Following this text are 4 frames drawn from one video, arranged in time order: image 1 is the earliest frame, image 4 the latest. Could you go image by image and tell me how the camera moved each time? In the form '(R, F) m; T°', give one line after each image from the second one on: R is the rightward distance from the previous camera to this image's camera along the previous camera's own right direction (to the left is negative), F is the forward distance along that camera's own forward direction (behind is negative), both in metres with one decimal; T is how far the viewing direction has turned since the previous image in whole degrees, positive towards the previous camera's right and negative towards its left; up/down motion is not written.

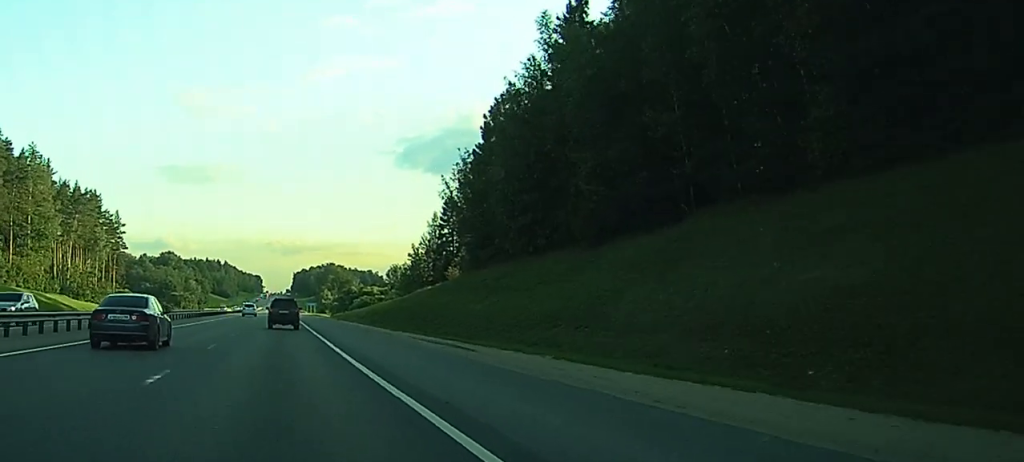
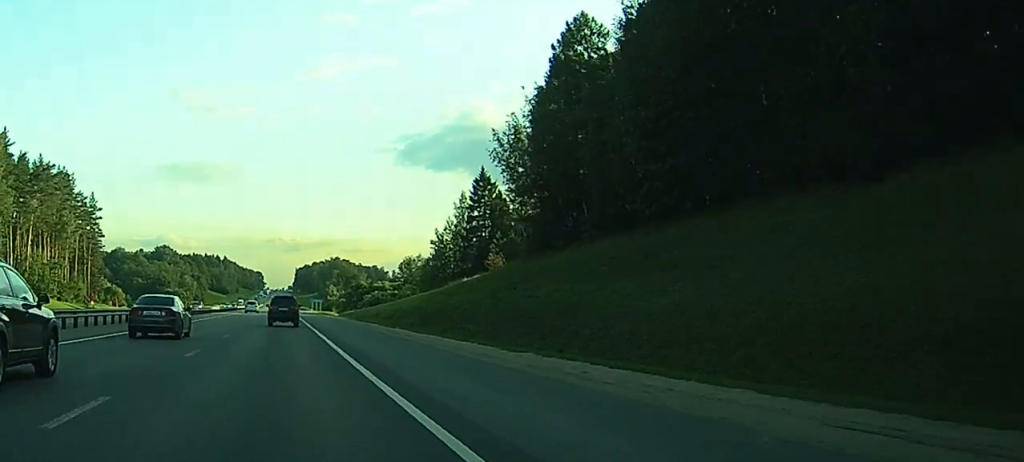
(+0.2, +28.8) m; +1°
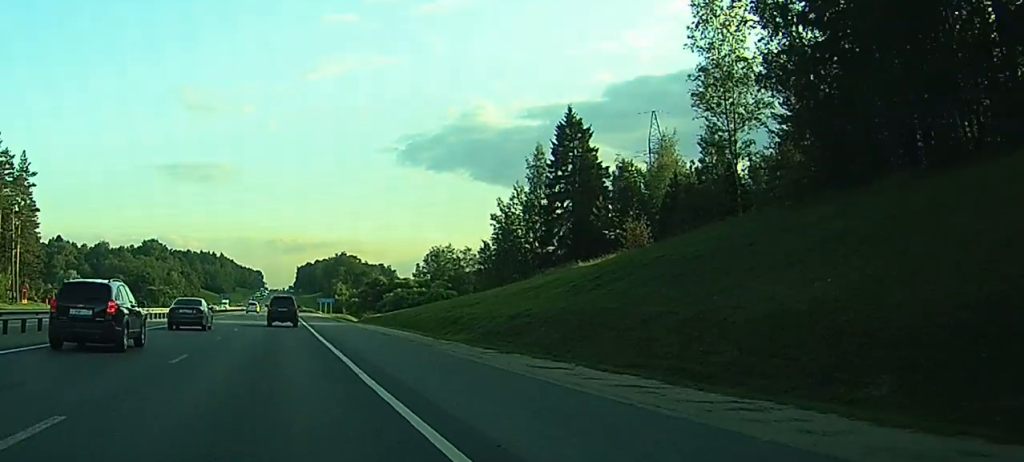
(-0.3, +49.5) m; -1°
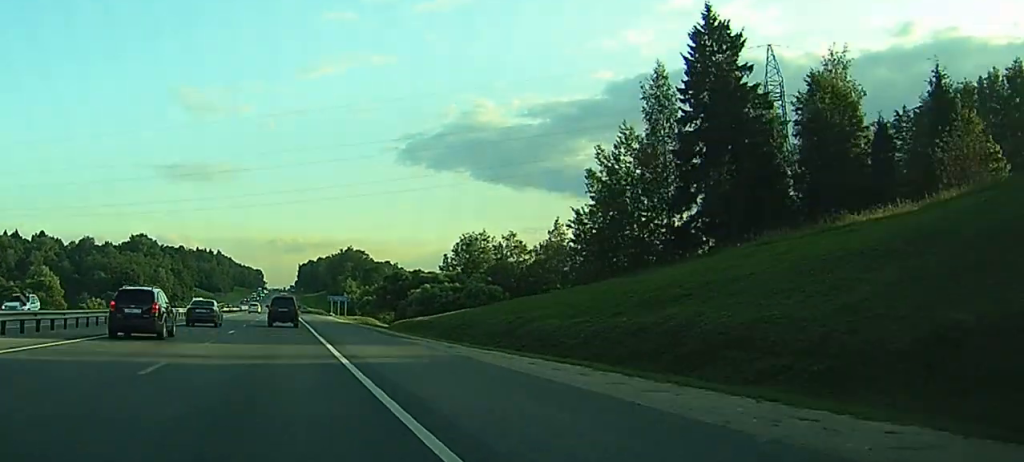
(-0.3, +39.0) m; -1°
